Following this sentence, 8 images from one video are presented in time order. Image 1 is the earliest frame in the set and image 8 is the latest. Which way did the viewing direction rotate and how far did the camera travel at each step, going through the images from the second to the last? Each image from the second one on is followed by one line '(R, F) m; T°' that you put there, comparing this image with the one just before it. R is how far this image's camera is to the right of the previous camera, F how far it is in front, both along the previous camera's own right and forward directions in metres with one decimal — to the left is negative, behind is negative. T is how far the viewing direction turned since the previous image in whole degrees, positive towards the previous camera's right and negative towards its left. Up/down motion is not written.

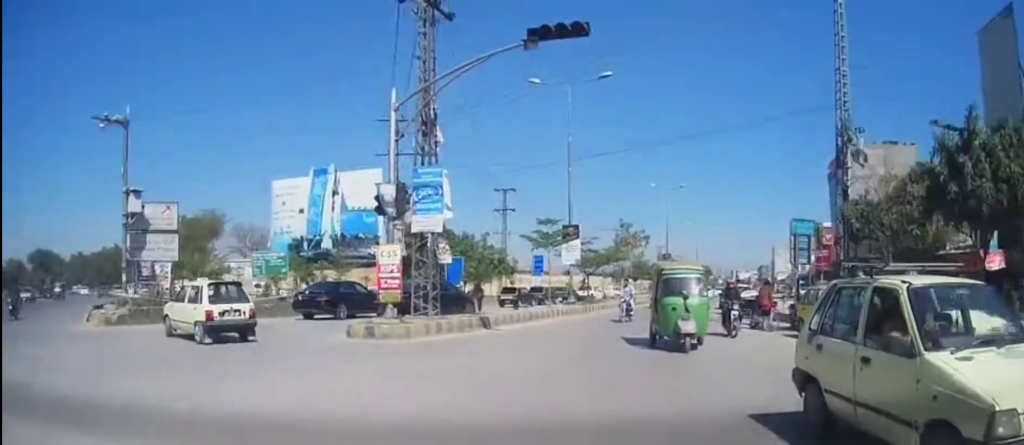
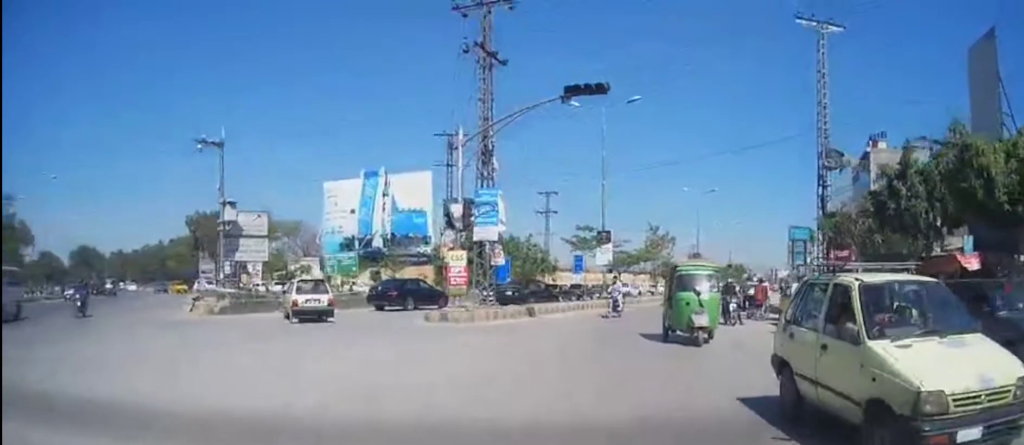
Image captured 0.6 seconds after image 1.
(+0.1, +4.8) m; -3°
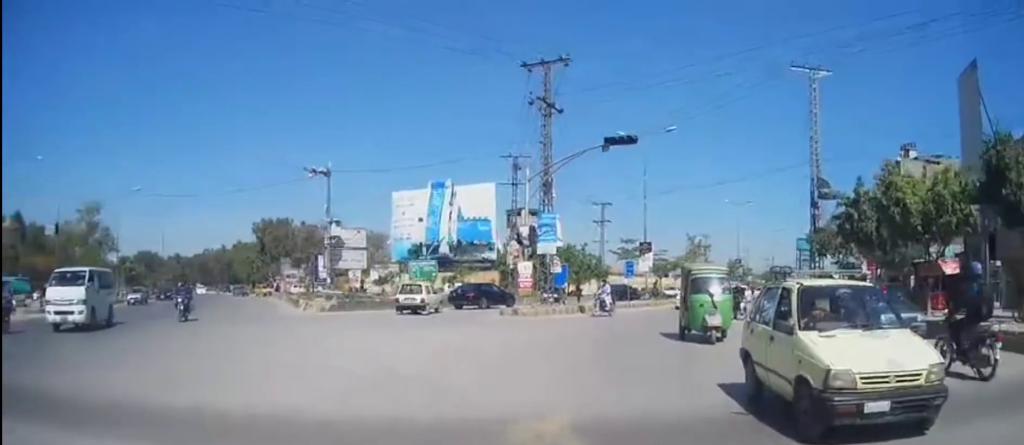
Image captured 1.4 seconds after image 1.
(-0.4, +6.3) m; -6°
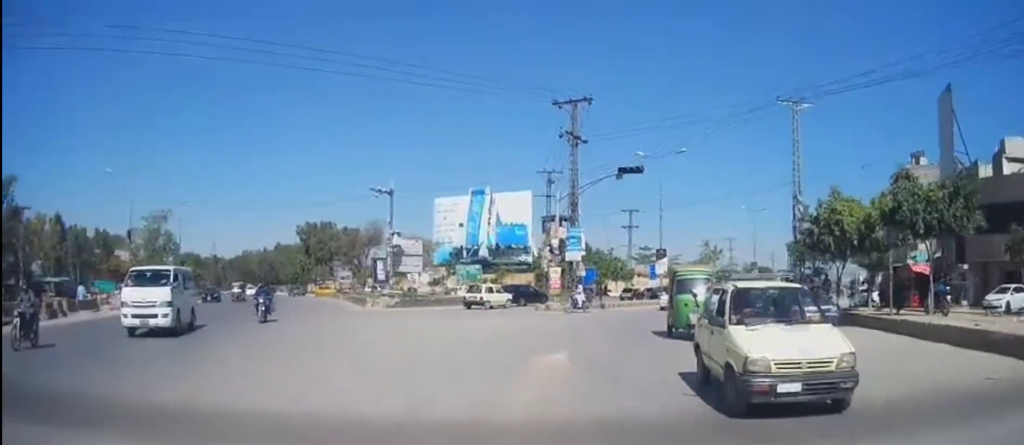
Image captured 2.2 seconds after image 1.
(-0.3, +6.1) m; -2°
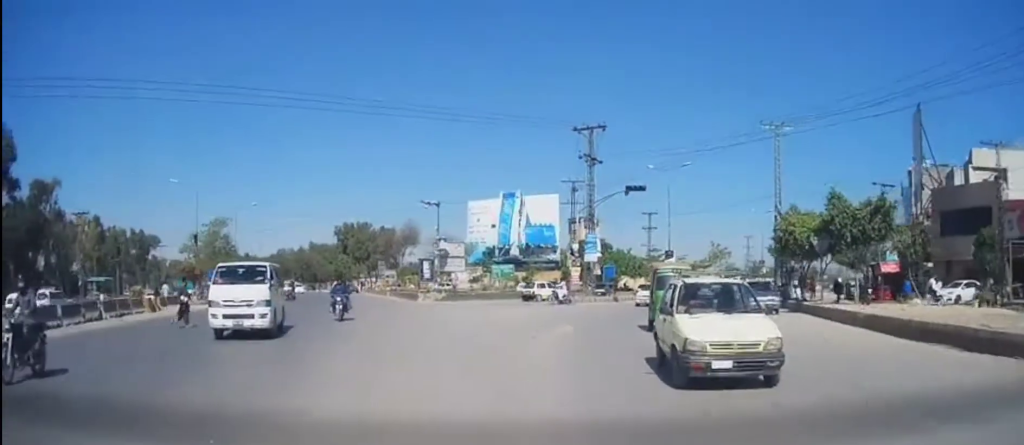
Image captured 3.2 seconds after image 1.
(-0.1, +7.3) m; -4°
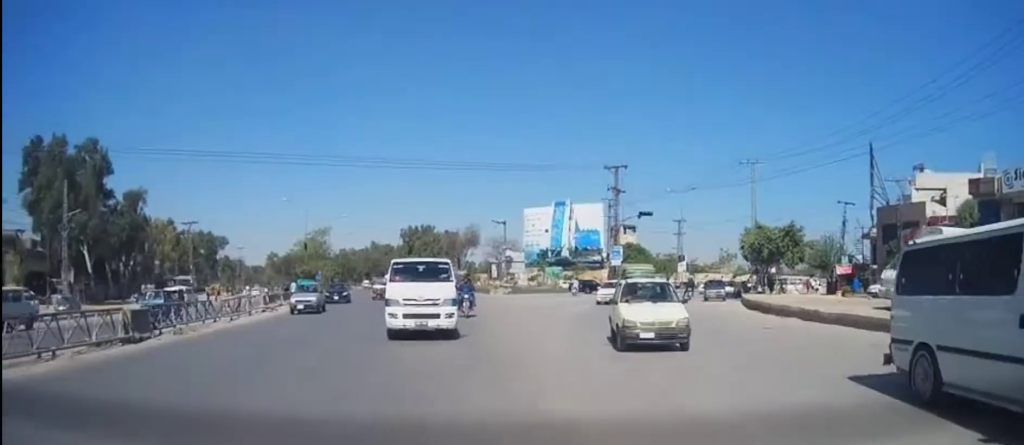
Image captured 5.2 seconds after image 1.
(-1.1, +15.9) m; -4°
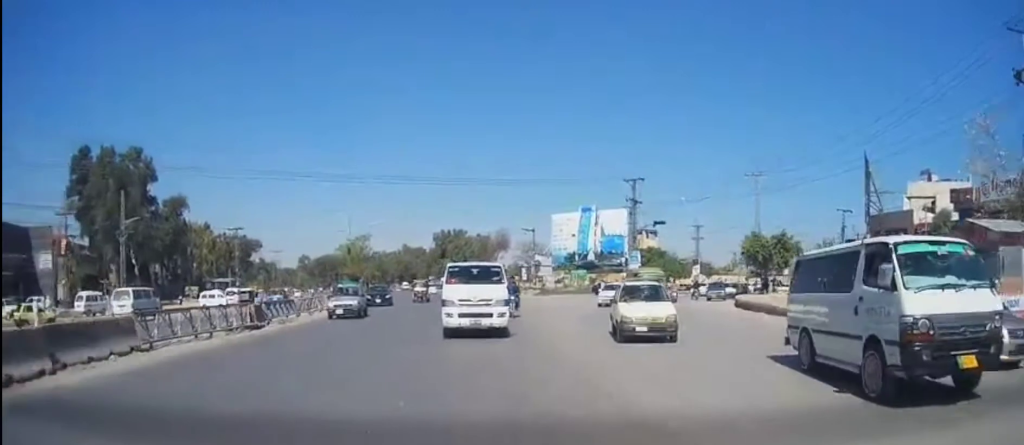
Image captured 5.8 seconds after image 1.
(0.0, +5.9) m; -1°
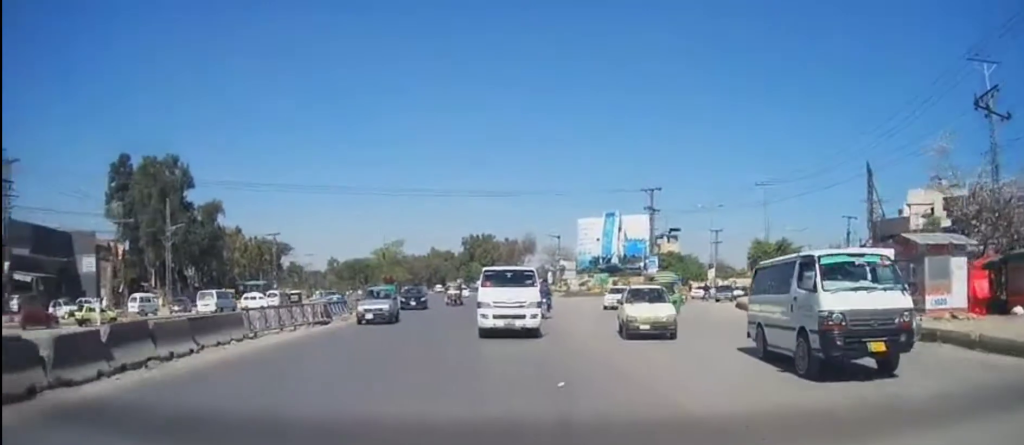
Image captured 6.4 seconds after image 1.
(+0.1, +4.9) m; -1°
